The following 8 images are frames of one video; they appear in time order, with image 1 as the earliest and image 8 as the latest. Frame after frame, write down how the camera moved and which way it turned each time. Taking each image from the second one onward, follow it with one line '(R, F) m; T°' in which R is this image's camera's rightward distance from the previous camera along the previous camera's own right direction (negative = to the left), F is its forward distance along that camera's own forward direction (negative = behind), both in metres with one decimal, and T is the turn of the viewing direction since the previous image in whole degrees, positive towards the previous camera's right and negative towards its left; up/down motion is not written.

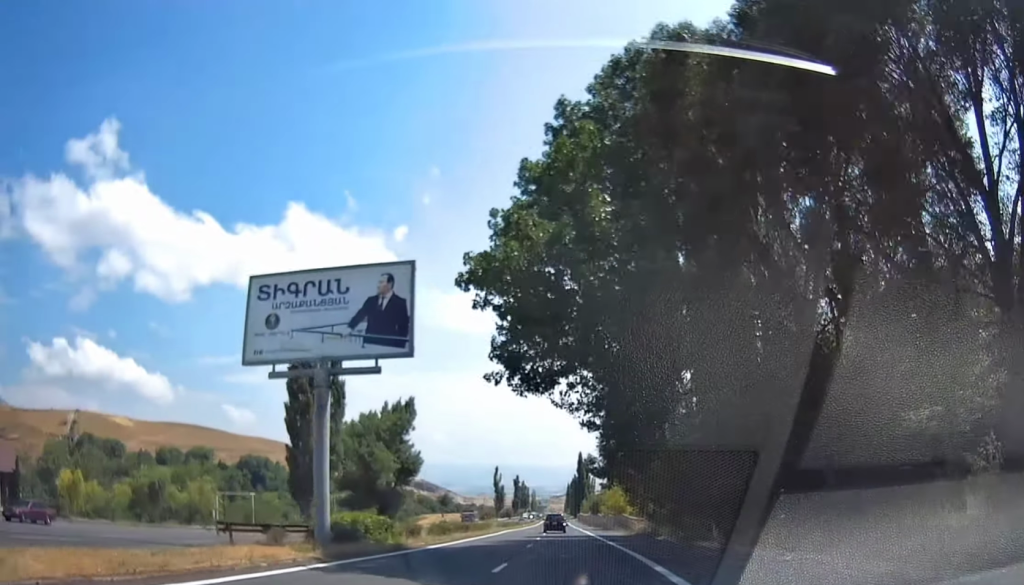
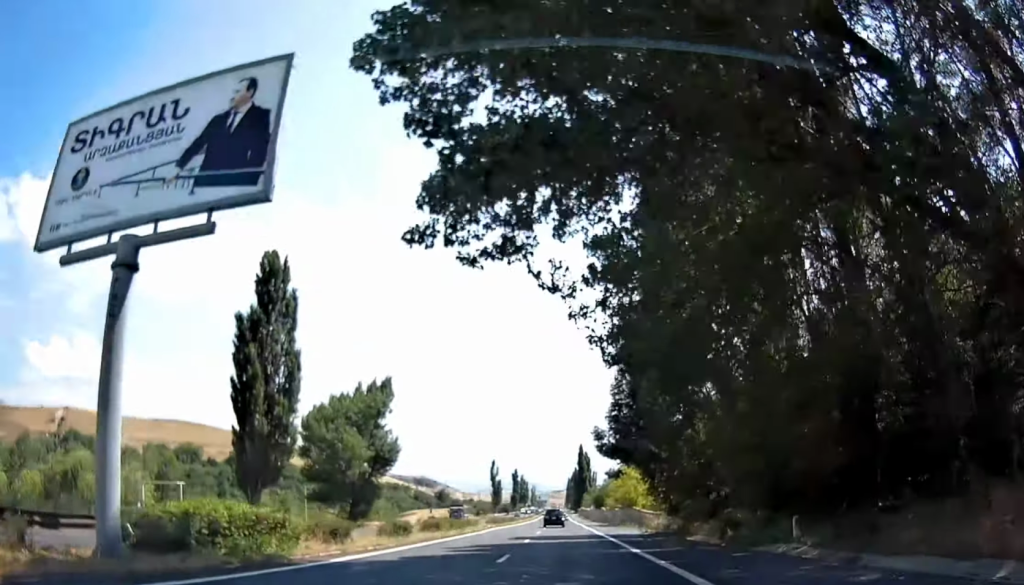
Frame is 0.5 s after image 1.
(-0.3, +11.5) m; 0°
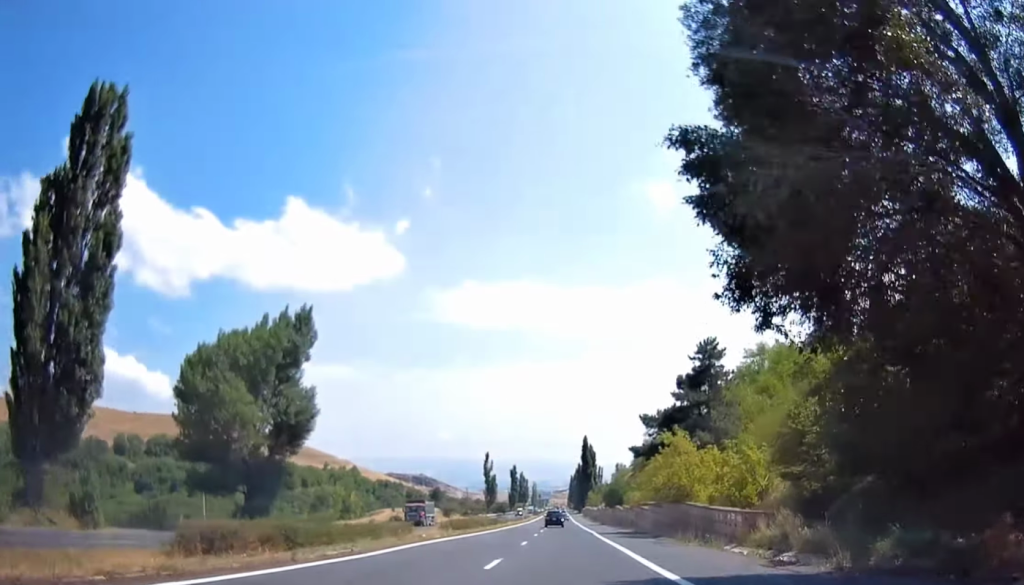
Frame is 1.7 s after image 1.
(+0.4, +26.8) m; +1°
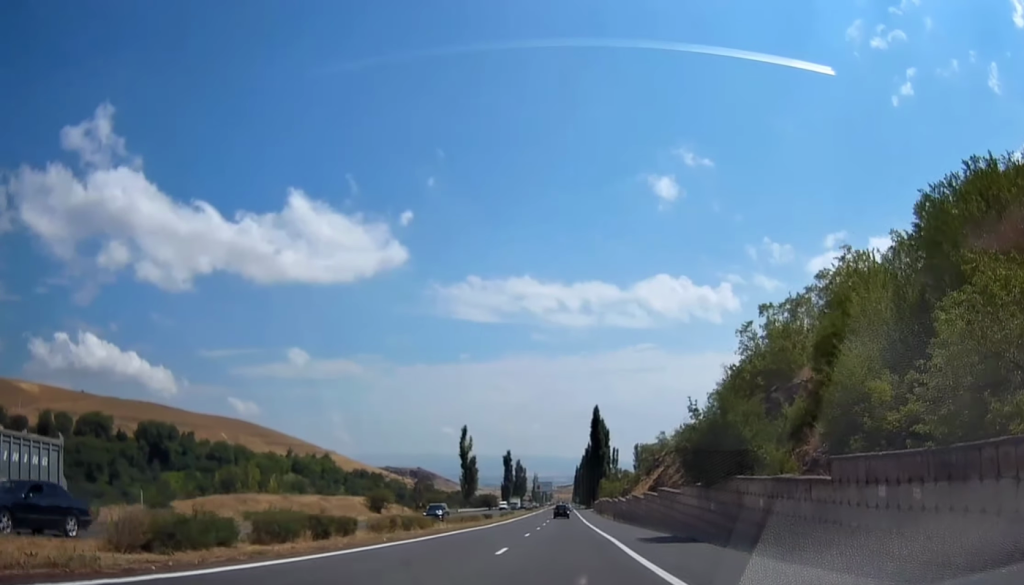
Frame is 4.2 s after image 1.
(-1.1, +56.0) m; -2°
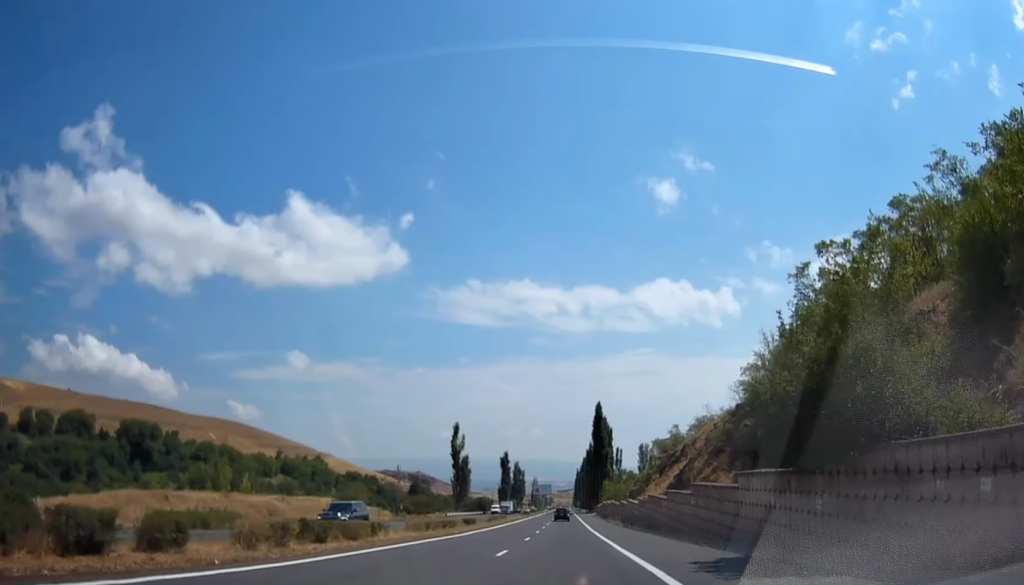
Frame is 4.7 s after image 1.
(0.0, +12.2) m; 0°
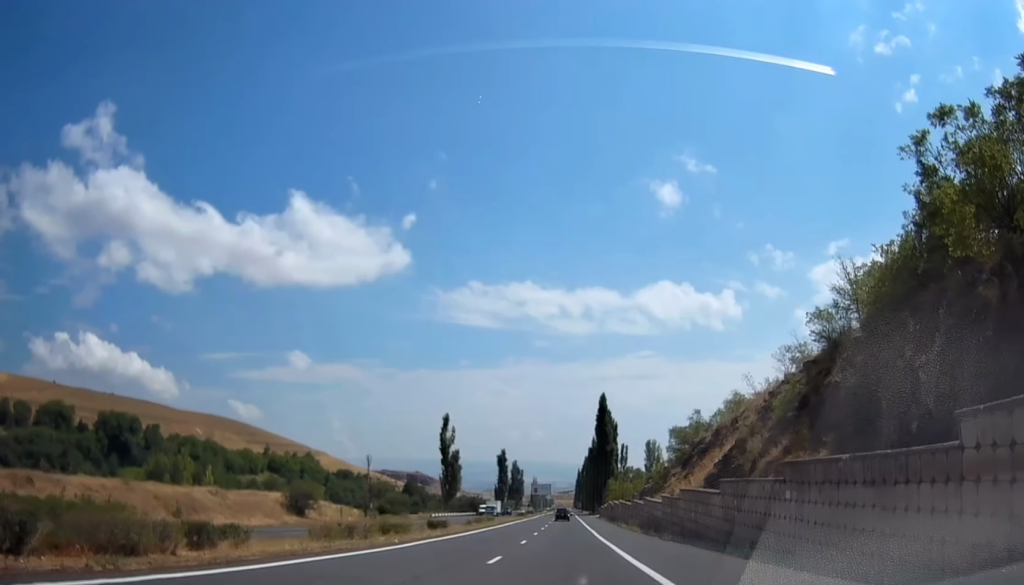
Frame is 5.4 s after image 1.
(0.0, +14.4) m; 0°
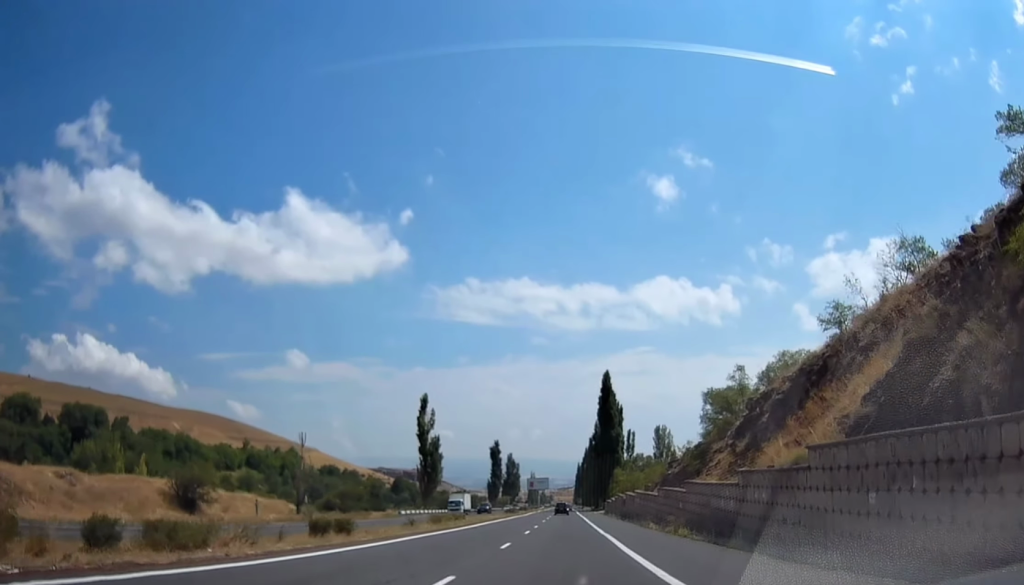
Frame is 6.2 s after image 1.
(0.0, +19.8) m; +1°
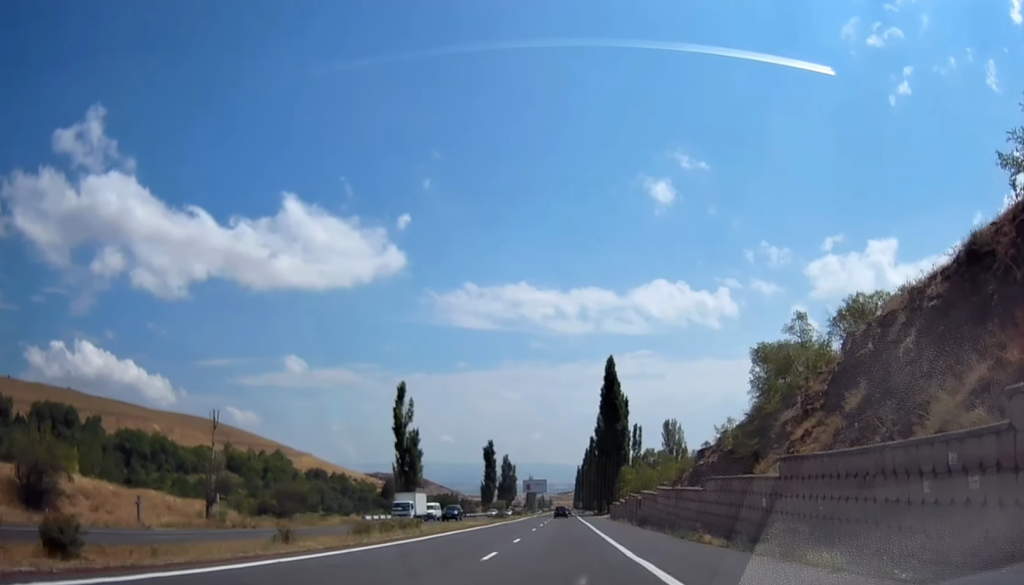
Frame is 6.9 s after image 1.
(0.0, +15.5) m; +1°
